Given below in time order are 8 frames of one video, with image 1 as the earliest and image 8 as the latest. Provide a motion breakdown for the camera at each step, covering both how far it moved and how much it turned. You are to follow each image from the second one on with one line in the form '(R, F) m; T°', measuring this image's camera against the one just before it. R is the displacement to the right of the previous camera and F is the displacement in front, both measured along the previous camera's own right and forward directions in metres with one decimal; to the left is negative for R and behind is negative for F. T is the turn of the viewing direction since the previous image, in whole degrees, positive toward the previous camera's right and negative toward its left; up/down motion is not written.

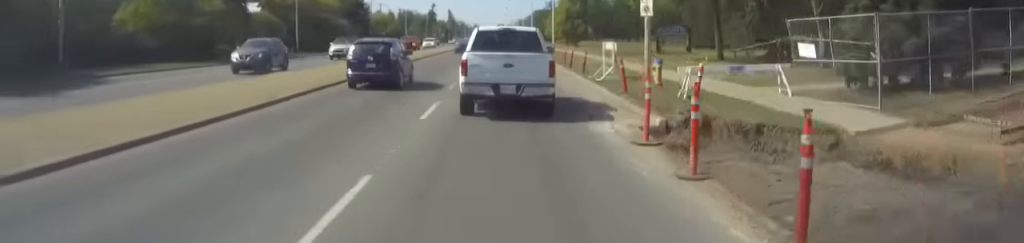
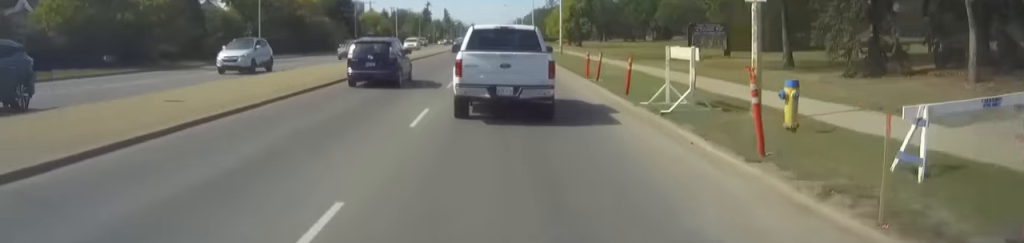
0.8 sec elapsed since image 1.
(0.0, +10.6) m; +1°
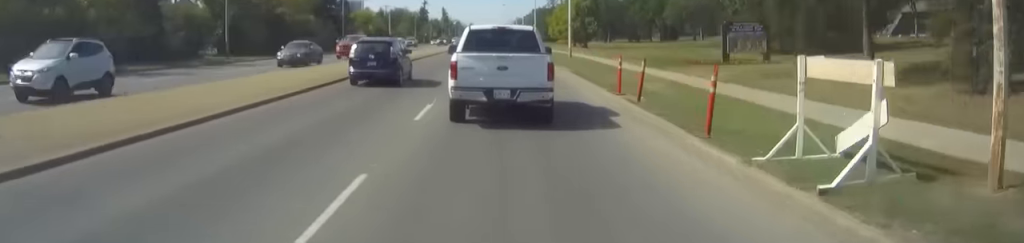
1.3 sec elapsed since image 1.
(+0.1, +7.6) m; +1°
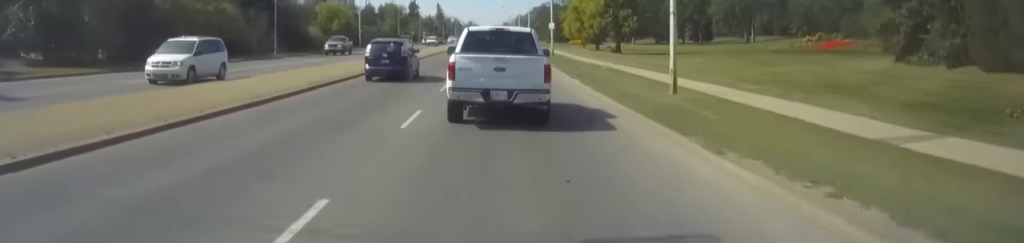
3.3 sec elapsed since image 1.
(-0.2, +27.7) m; -1°
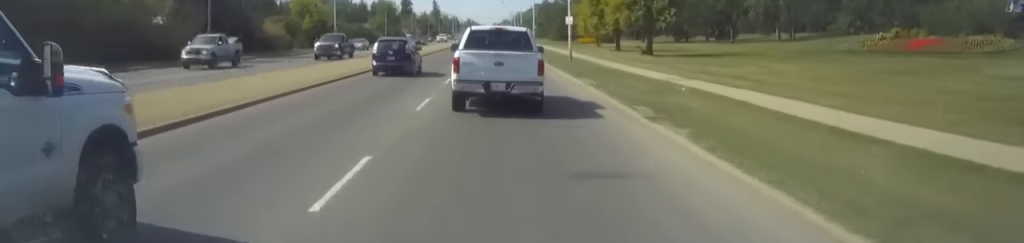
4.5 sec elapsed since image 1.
(0.0, +15.3) m; 0°
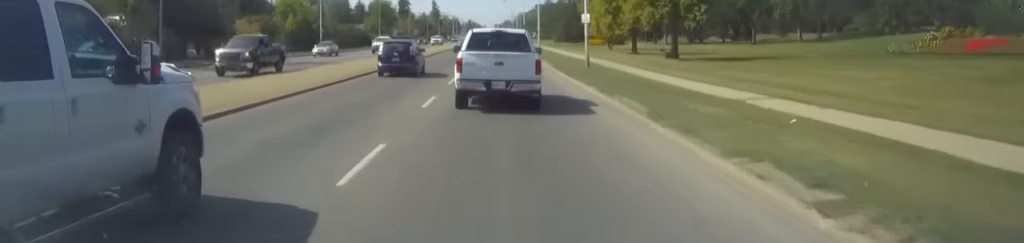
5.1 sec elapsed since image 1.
(0.0, +8.2) m; 0°
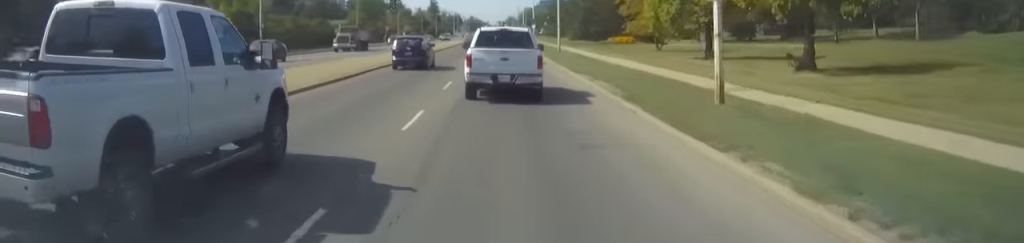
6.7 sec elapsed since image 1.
(0.0, +21.6) m; 0°
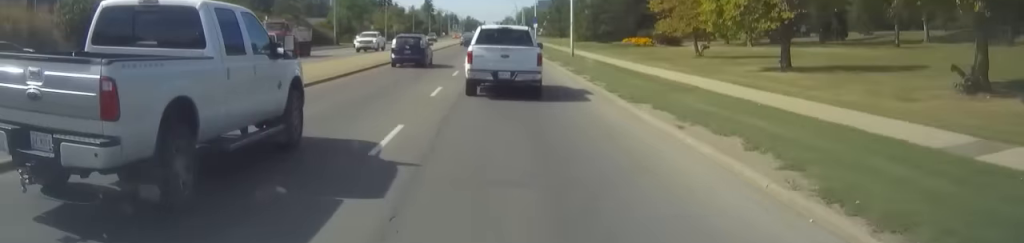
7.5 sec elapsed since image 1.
(0.0, +11.9) m; 0°
